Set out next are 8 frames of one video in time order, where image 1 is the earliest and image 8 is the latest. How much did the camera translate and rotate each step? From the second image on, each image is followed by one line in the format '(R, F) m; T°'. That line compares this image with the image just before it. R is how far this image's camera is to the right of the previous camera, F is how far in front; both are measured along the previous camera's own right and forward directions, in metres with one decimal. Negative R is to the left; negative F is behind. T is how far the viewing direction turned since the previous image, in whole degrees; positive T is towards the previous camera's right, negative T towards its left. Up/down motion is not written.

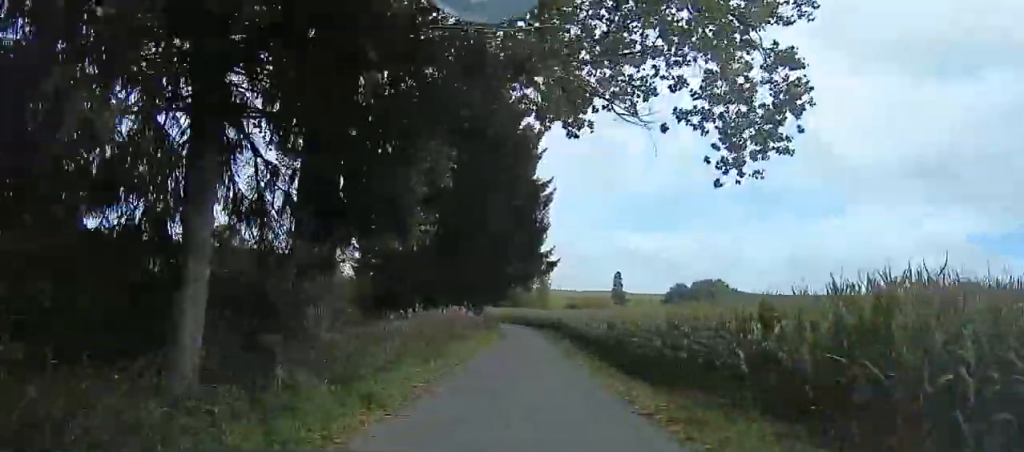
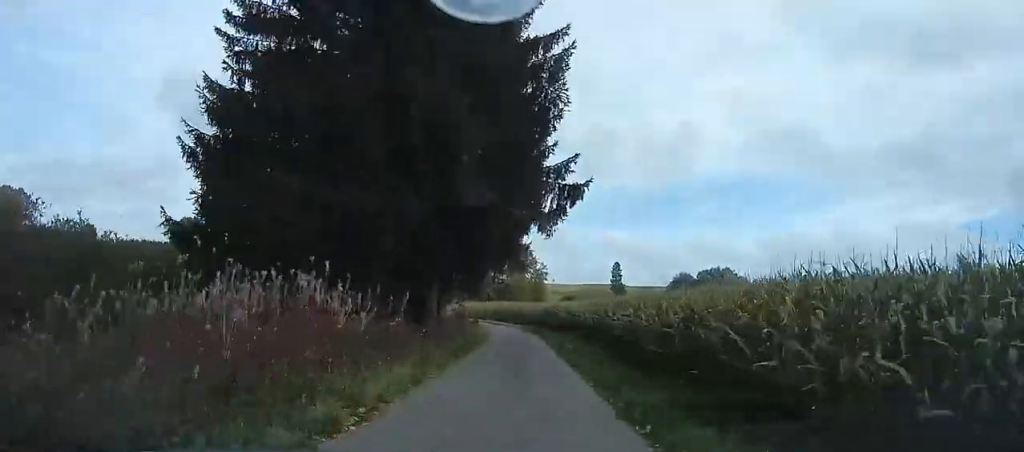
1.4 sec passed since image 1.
(0.0, +16.5) m; 0°
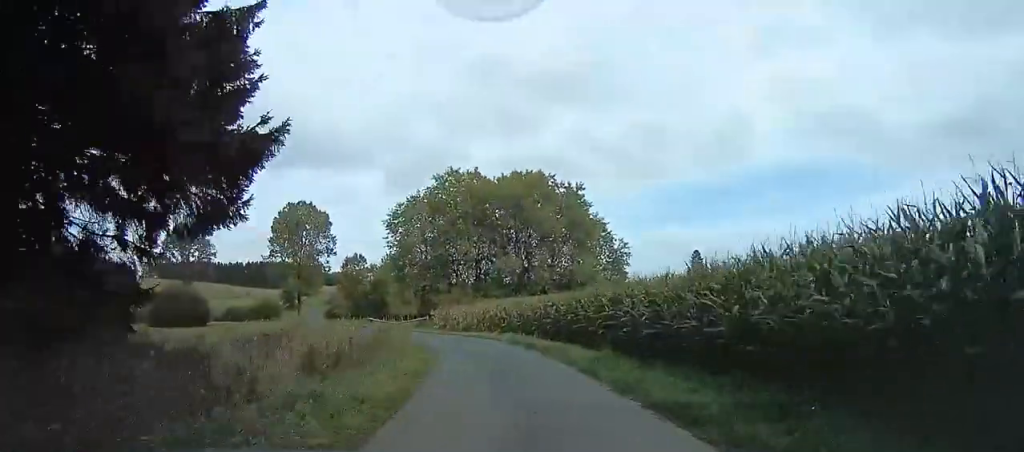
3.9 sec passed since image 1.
(-2.6, +33.5) m; -11°
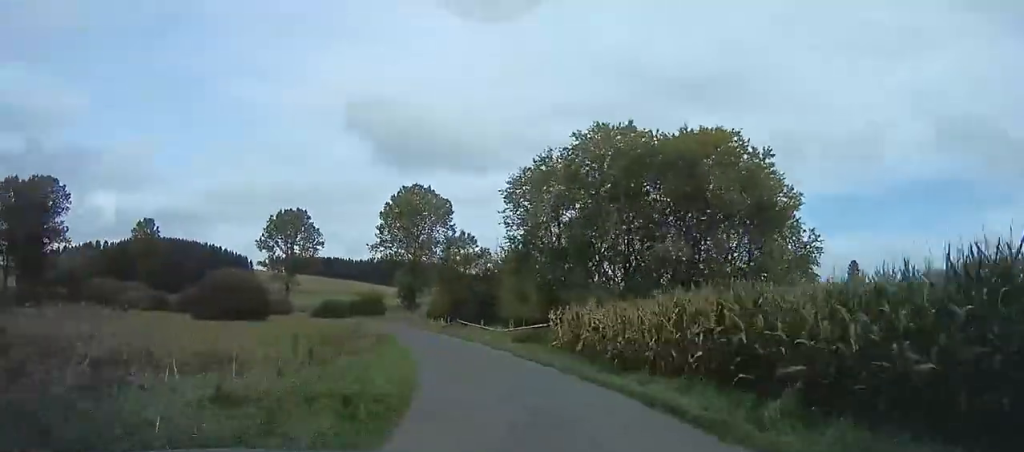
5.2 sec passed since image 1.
(-0.1, +19.0) m; -4°
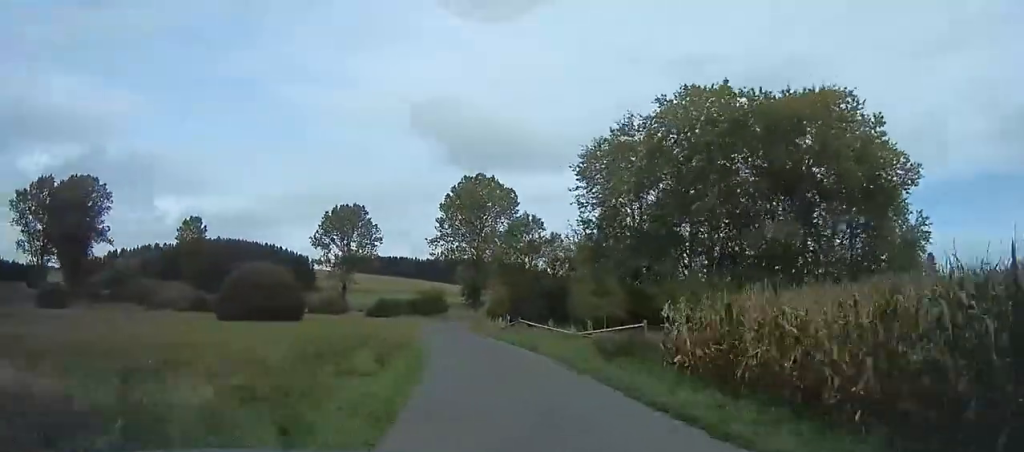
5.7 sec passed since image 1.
(+0.4, +7.9) m; -6°
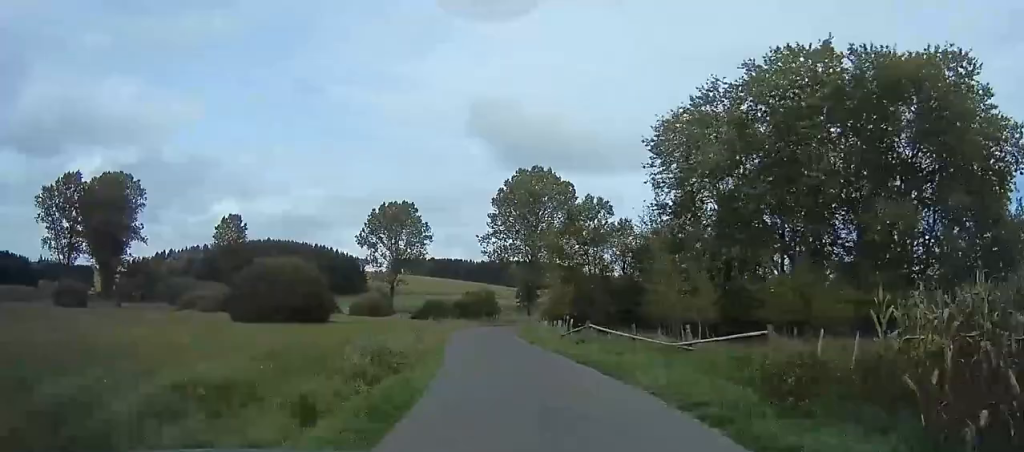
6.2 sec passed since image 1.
(-0.5, +6.9) m; -6°
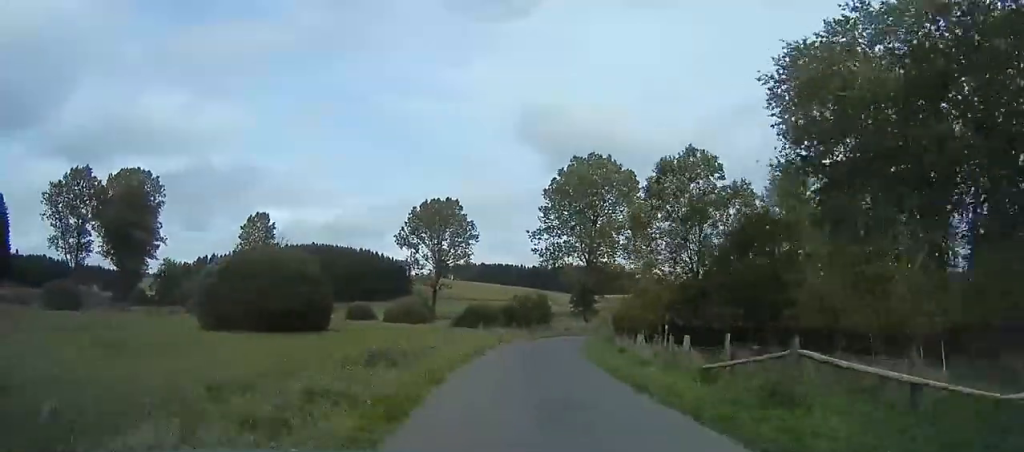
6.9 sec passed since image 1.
(-1.5, +11.0) m; -9°
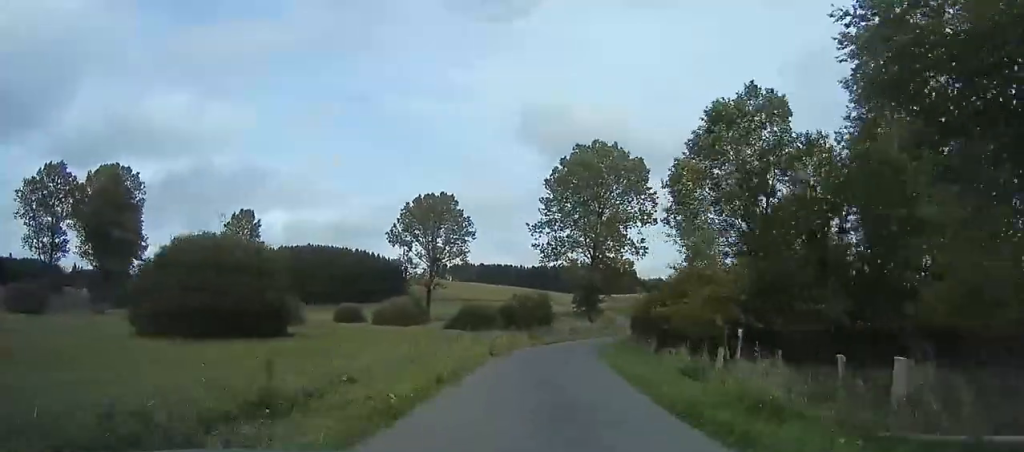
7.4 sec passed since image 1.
(-0.1, +6.6) m; +1°
